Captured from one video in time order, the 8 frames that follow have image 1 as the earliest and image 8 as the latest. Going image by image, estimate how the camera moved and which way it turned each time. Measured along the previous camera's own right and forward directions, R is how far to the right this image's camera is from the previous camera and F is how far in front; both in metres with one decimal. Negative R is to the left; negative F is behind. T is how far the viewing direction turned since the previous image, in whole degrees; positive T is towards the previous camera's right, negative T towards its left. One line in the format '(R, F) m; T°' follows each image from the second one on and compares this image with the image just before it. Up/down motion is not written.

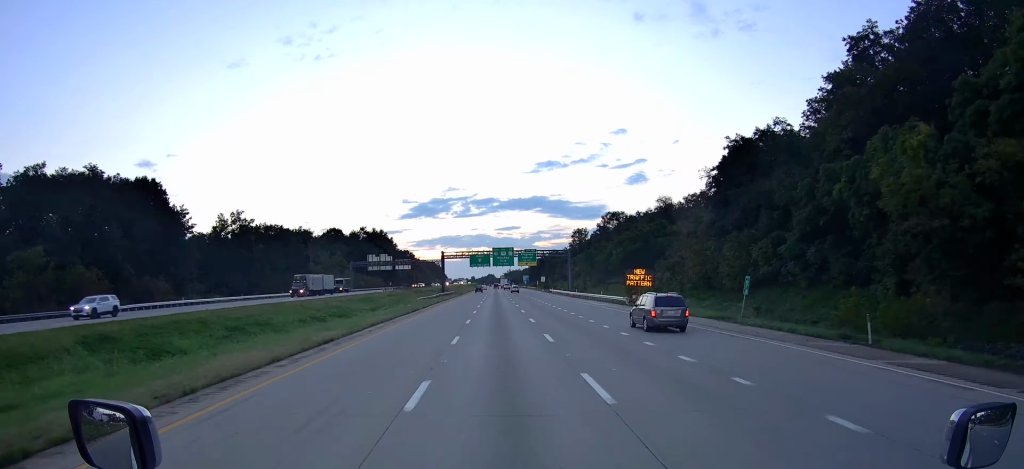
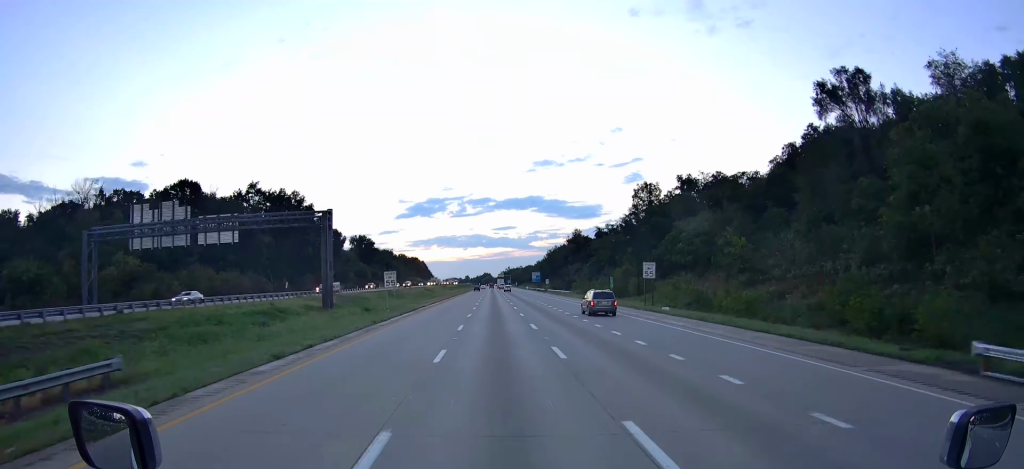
(-0.2, +139.0) m; 0°
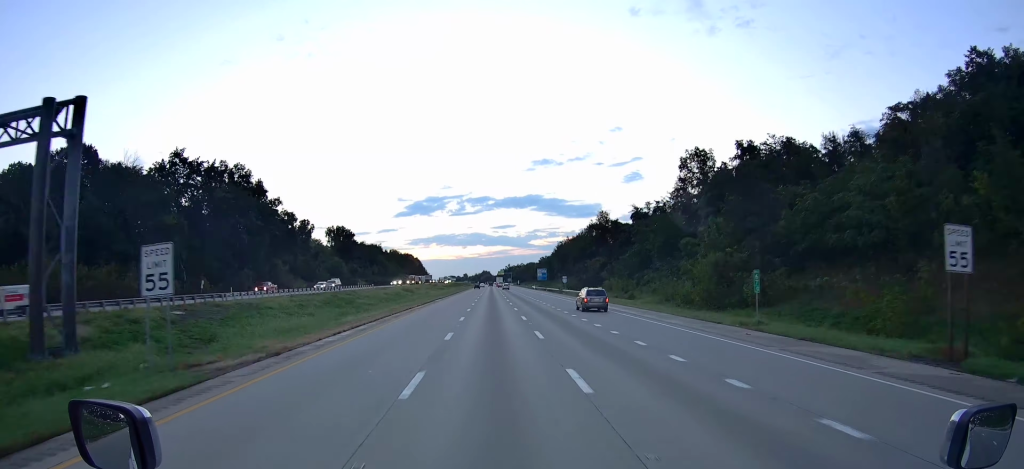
(0.0, +42.7) m; 0°
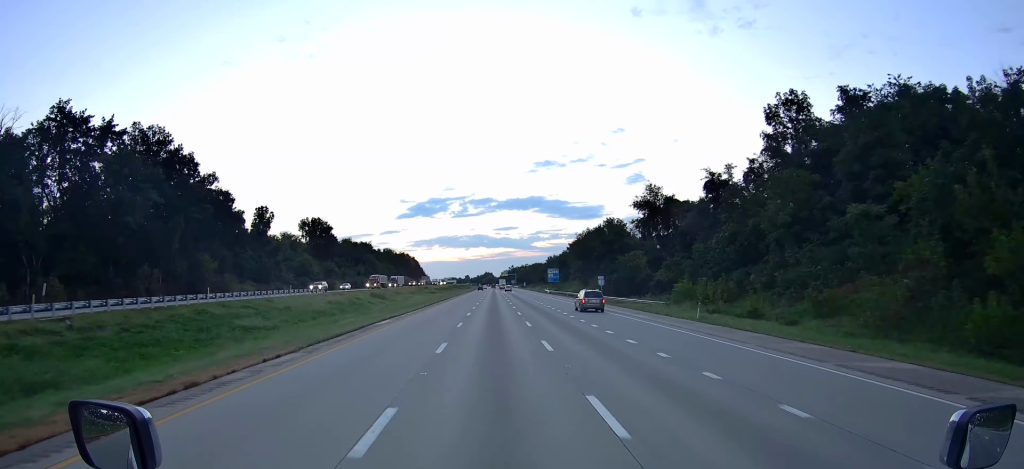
(0.0, +40.2) m; 0°
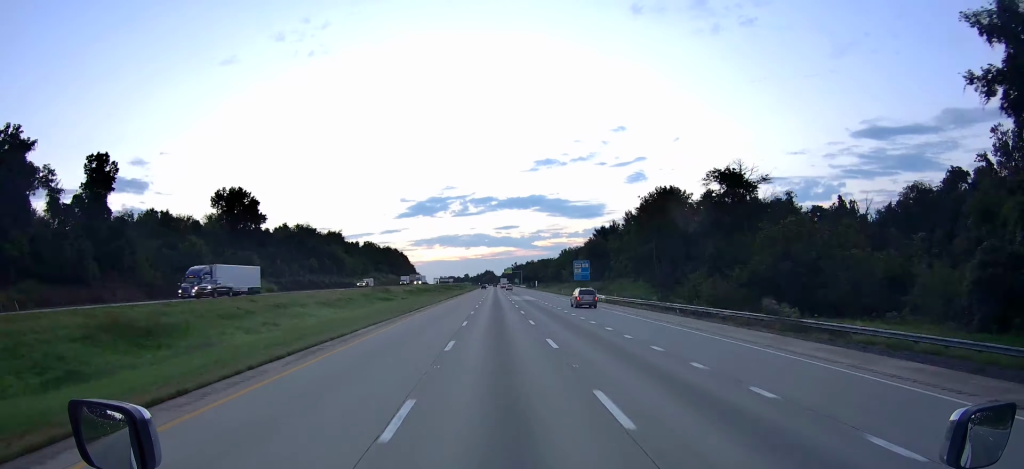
(0.0, +72.6) m; 0°
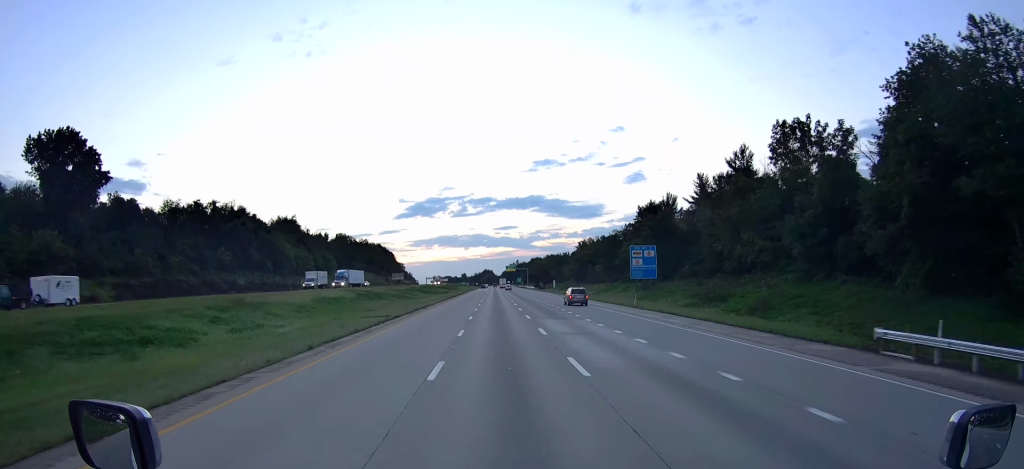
(-0.2, +67.6) m; 0°
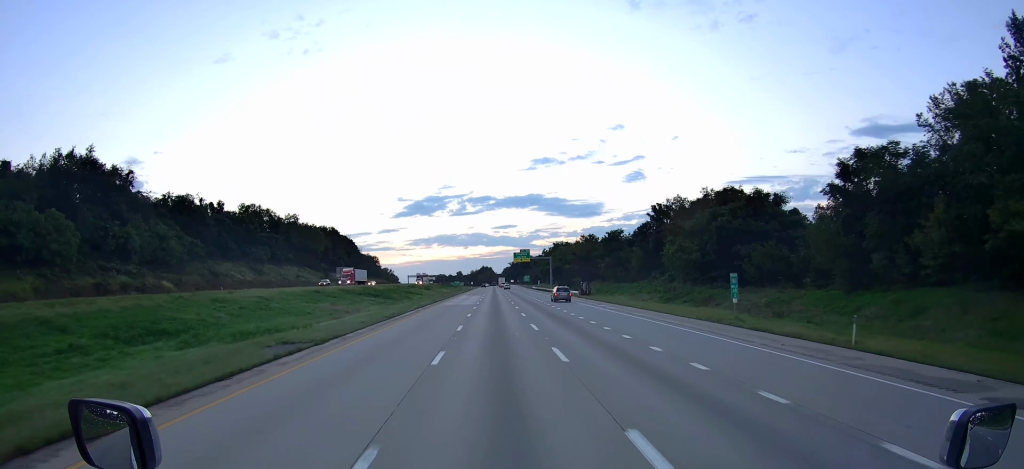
(+0.4, +119.4) m; 0°
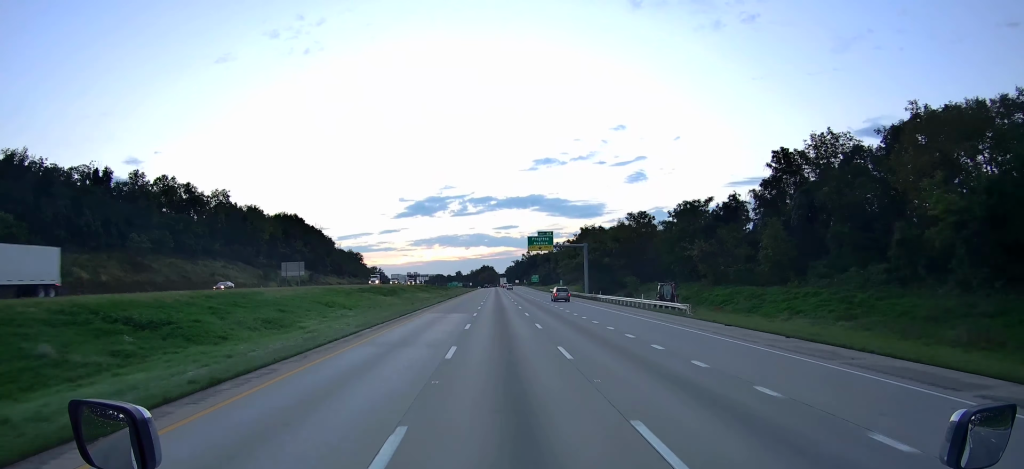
(-0.1, +59.9) m; 0°
